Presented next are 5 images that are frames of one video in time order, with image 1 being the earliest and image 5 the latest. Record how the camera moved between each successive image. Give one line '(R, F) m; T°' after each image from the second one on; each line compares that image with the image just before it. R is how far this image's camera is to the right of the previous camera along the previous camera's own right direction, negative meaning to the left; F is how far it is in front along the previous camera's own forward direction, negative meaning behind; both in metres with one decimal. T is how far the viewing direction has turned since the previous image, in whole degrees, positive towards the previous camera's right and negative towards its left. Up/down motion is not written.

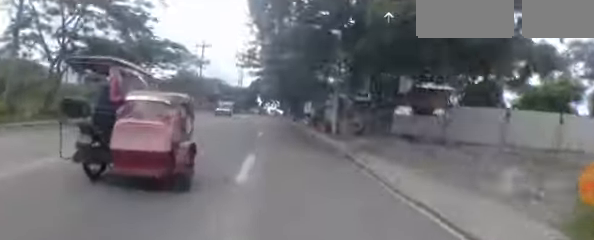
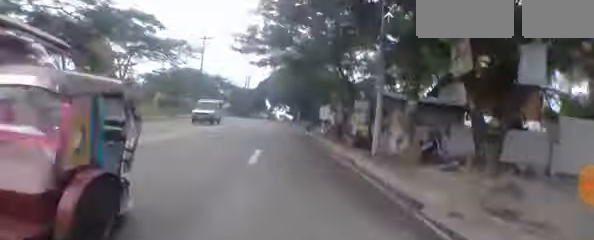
(0.0, +6.3) m; -1°
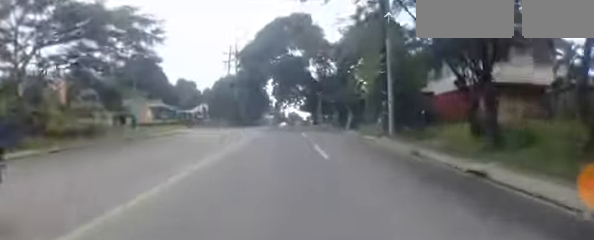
(-1.8, +43.0) m; 0°
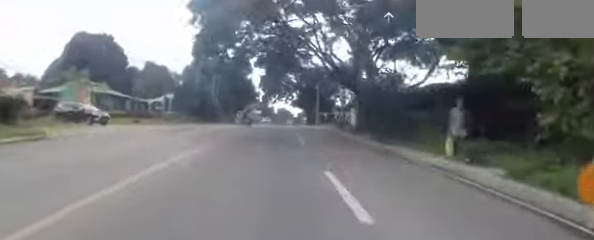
(+0.1, +13.5) m; 0°
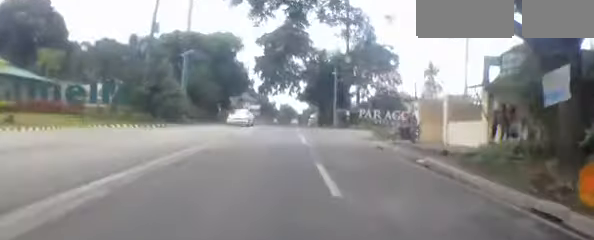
(0.0, +16.9) m; +1°
